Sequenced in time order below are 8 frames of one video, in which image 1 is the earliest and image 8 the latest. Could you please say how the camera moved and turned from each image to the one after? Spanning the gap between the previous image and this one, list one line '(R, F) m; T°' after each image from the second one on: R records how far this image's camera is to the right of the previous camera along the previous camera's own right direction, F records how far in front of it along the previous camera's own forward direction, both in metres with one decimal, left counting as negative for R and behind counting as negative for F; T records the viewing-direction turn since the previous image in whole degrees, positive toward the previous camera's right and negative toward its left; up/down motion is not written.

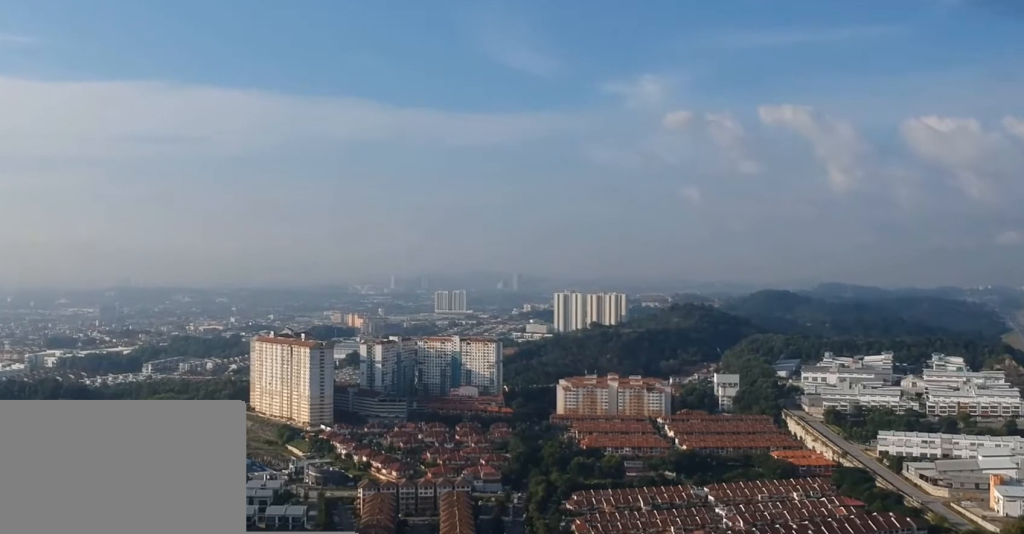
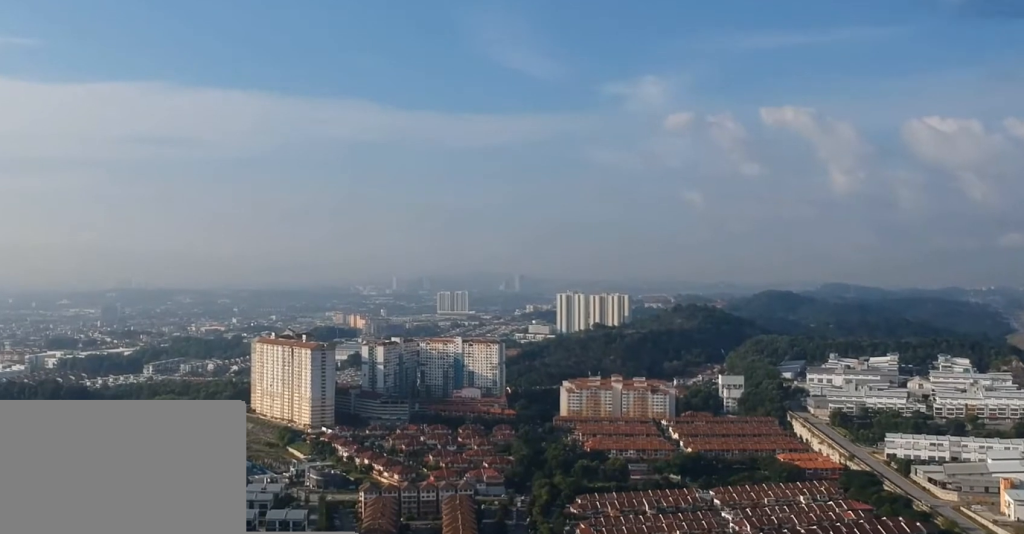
(0.0, +7.8) m; 0°
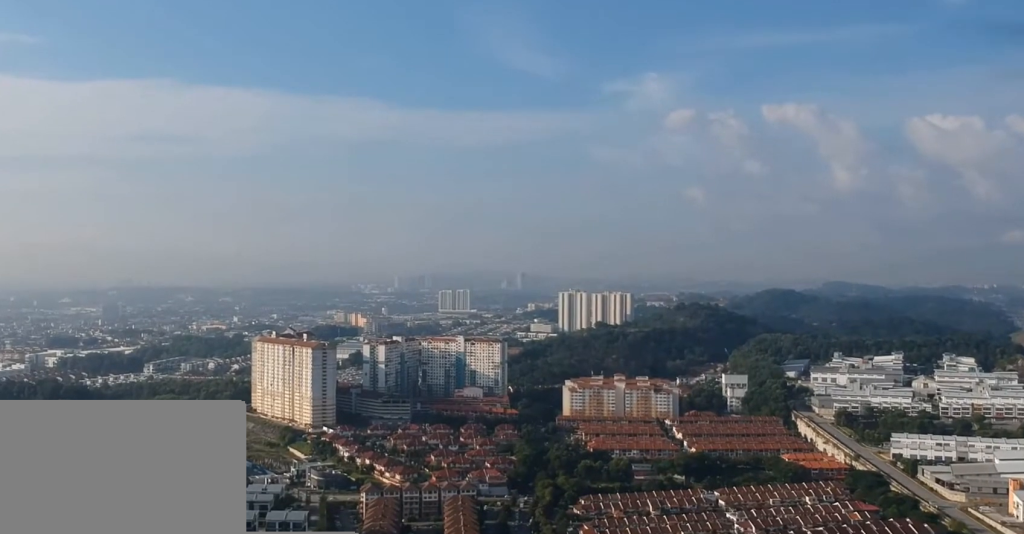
(0.0, +6.3) m; 0°
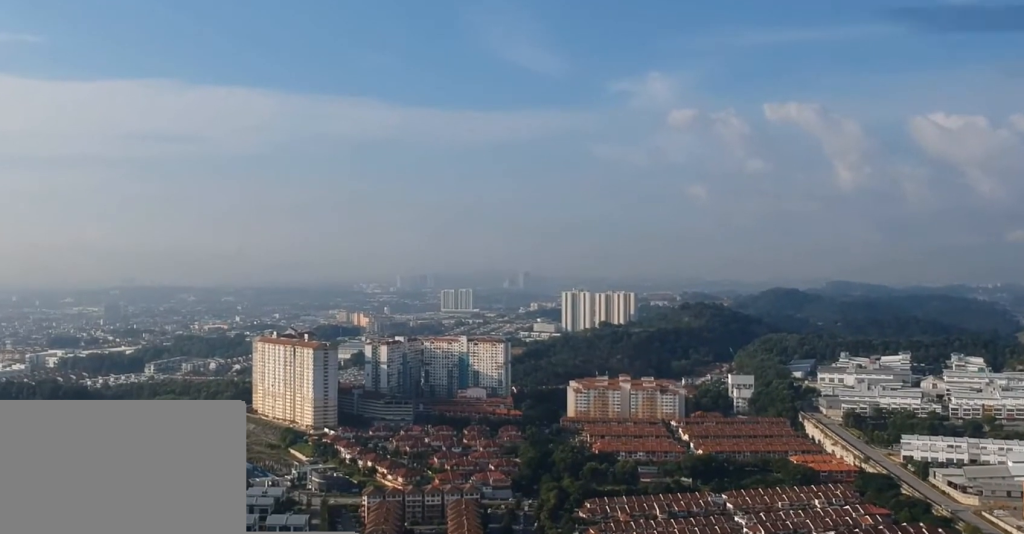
(0.0, +11.0) m; 0°
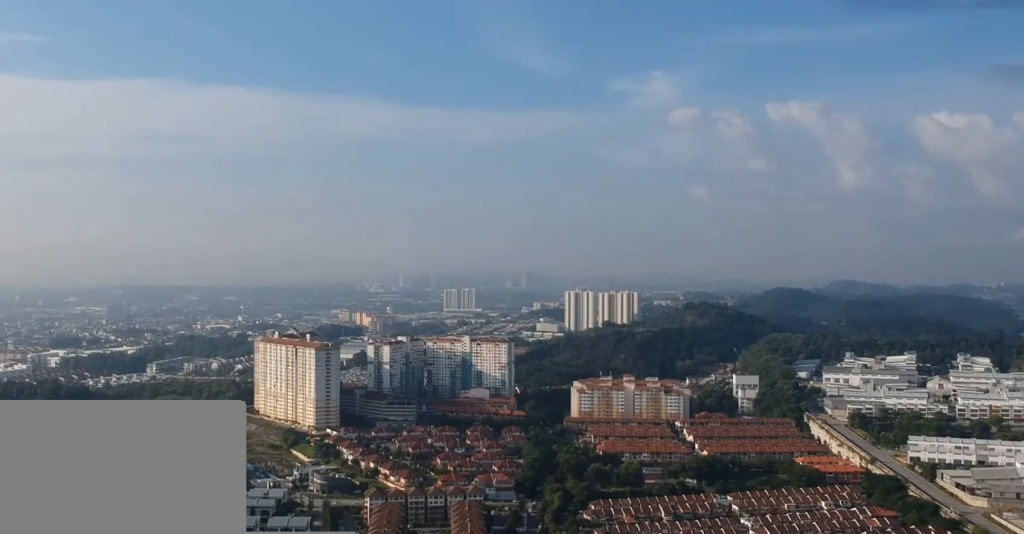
(0.0, +5.7) m; 0°
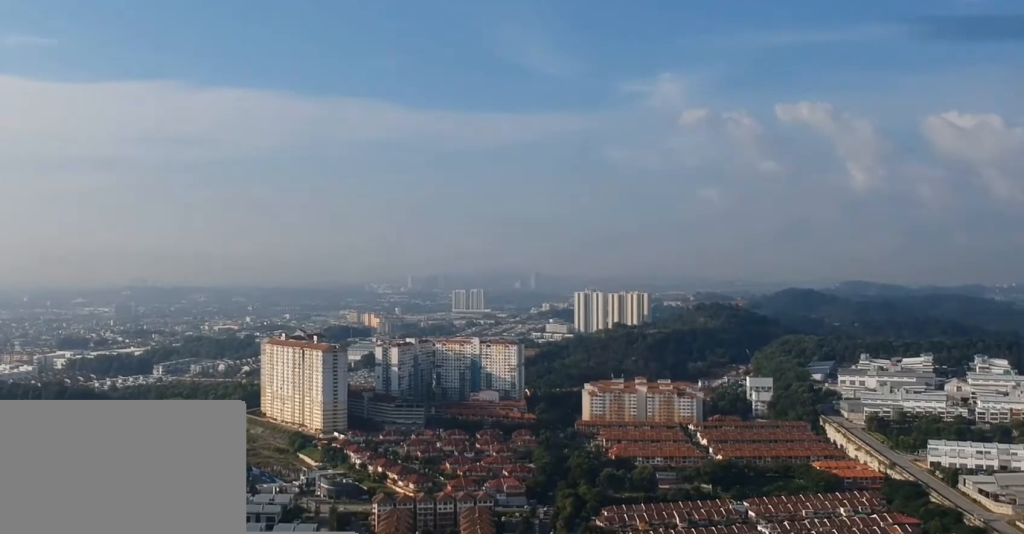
(-0.1, +14.1) m; 0°
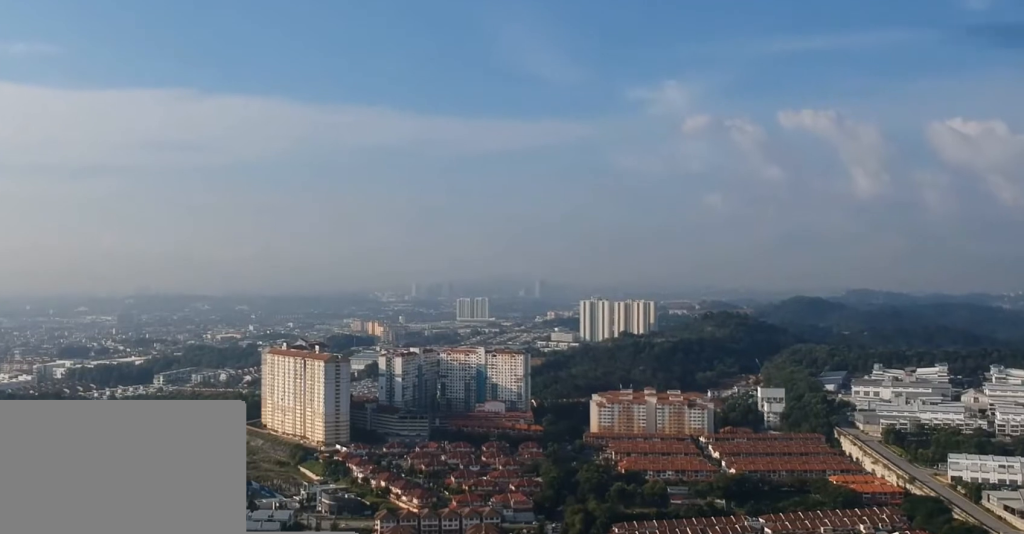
(+0.1, +20.4) m; 0°
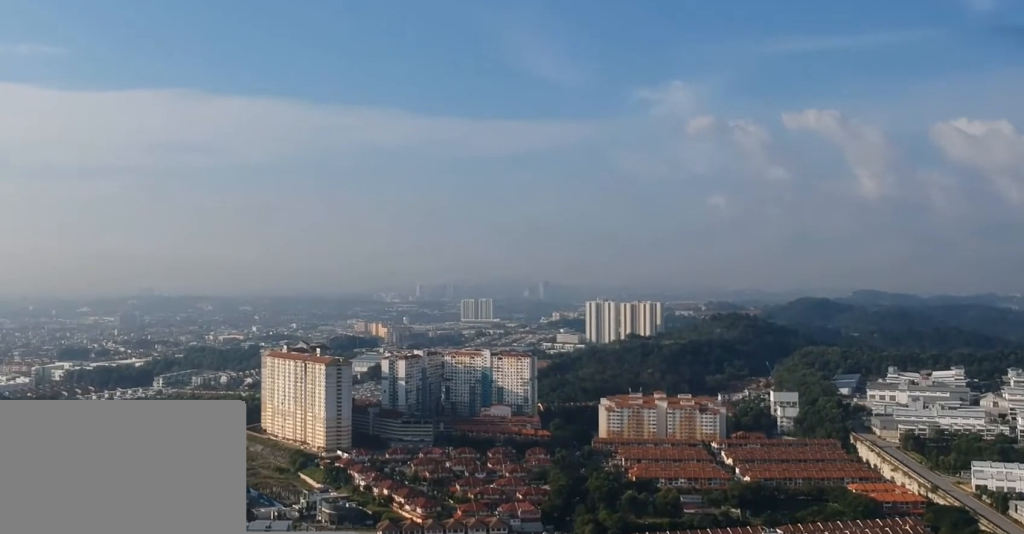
(0.0, +24.0) m; 0°
